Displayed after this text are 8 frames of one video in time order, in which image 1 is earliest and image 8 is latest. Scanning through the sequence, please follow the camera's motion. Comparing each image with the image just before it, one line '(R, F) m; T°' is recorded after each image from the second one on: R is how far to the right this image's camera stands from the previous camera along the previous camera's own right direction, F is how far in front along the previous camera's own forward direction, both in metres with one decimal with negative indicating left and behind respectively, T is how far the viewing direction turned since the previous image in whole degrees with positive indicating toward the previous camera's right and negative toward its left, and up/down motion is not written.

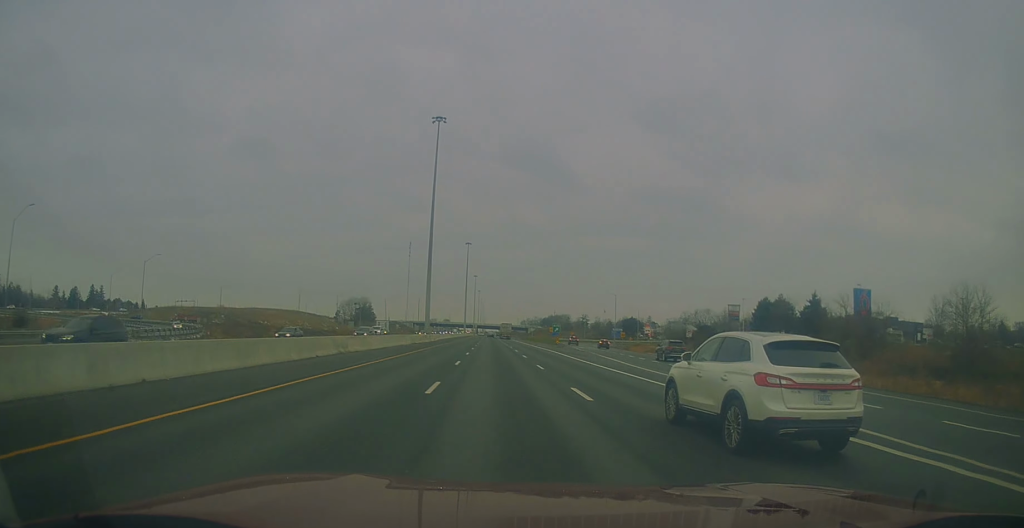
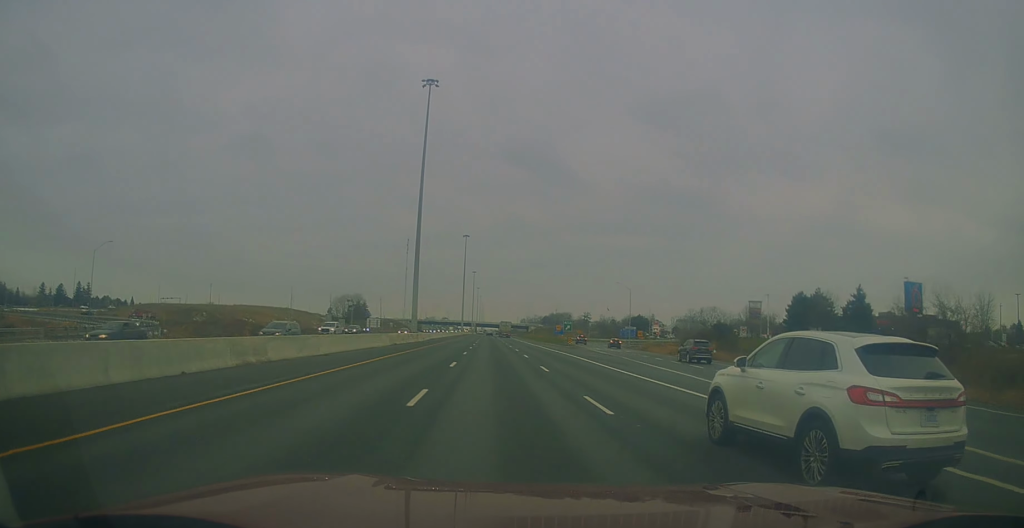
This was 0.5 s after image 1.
(+0.3, +14.8) m; -1°
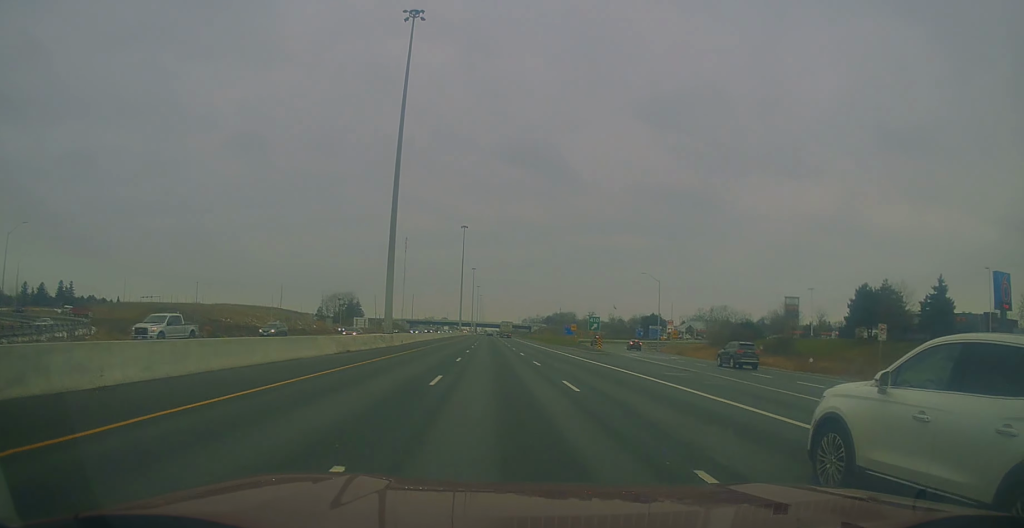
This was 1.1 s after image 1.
(+0.2, +20.1) m; -1°
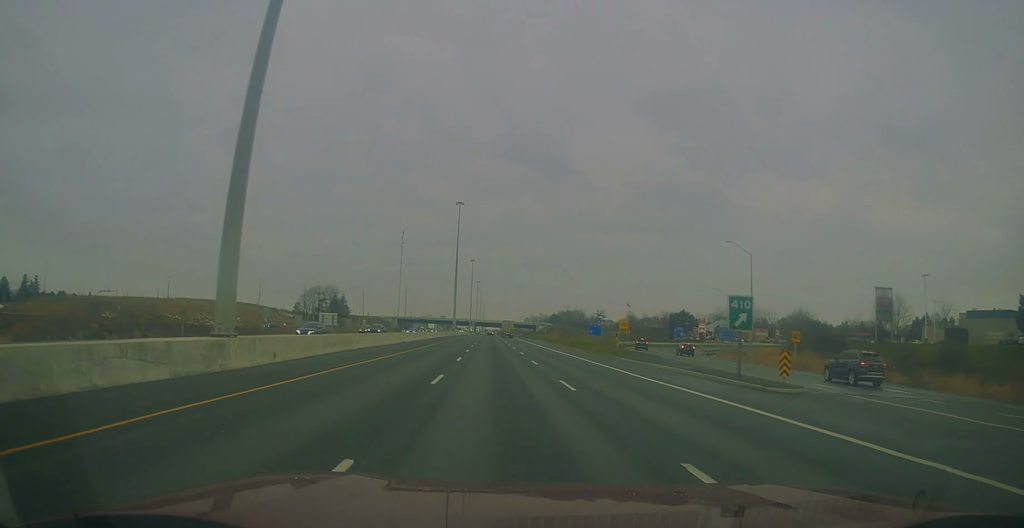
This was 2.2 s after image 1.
(-0.6, +36.2) m; 0°
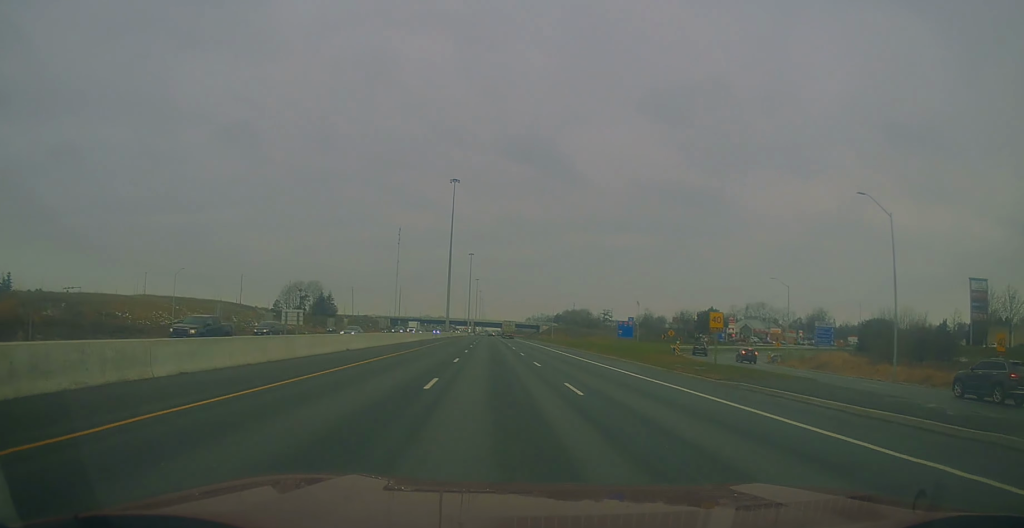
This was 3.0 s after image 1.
(+0.7, +25.7) m; +1°
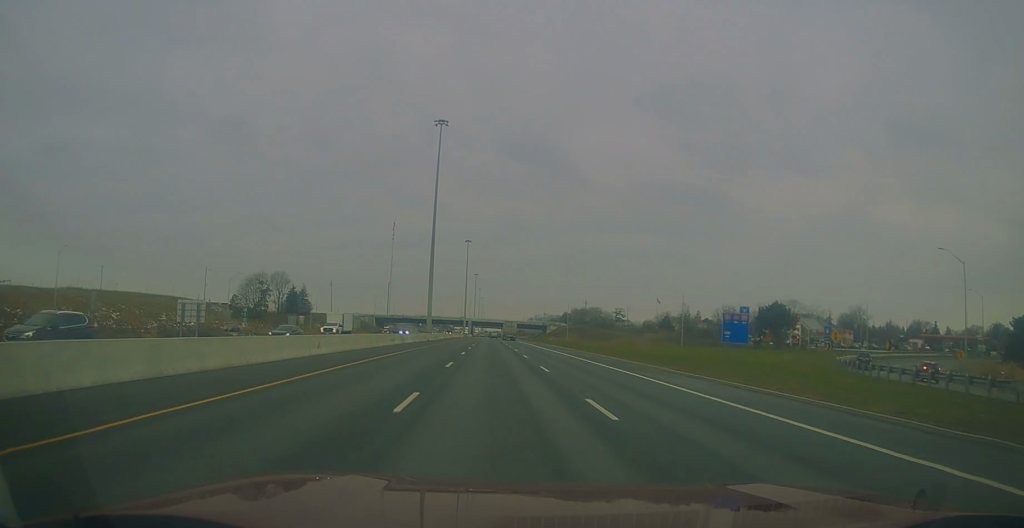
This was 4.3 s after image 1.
(-0.6, +40.9) m; -1°
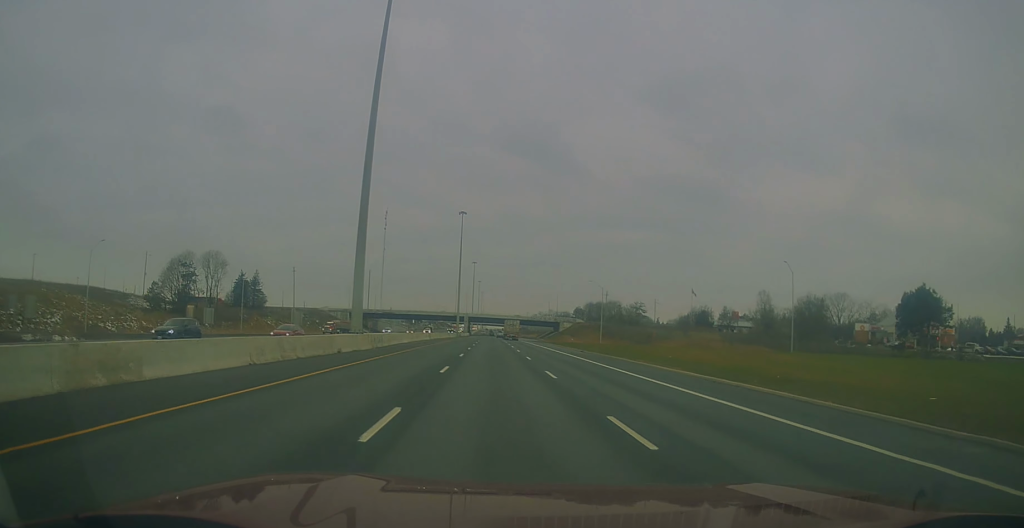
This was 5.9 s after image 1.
(+0.7, +51.7) m; +1°
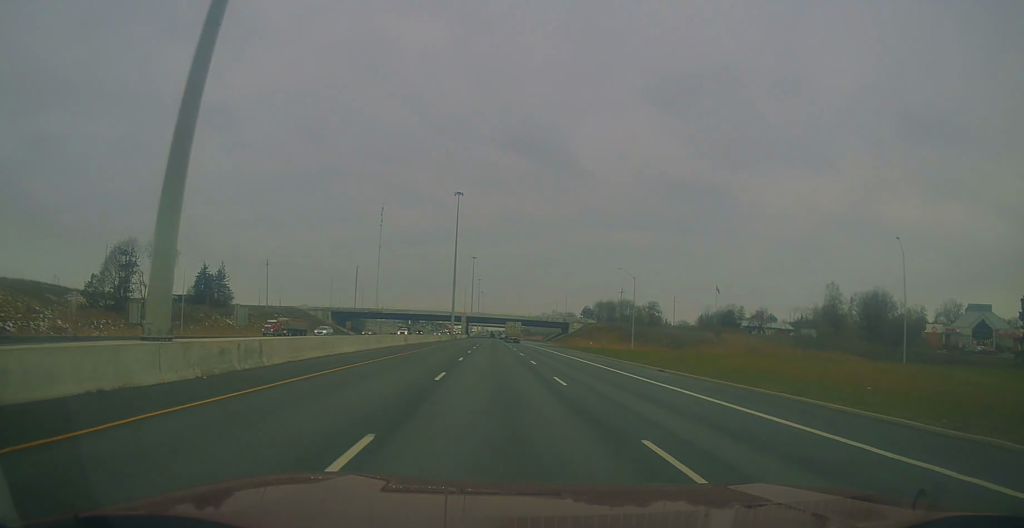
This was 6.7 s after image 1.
(-0.4, +26.8) m; -1°
